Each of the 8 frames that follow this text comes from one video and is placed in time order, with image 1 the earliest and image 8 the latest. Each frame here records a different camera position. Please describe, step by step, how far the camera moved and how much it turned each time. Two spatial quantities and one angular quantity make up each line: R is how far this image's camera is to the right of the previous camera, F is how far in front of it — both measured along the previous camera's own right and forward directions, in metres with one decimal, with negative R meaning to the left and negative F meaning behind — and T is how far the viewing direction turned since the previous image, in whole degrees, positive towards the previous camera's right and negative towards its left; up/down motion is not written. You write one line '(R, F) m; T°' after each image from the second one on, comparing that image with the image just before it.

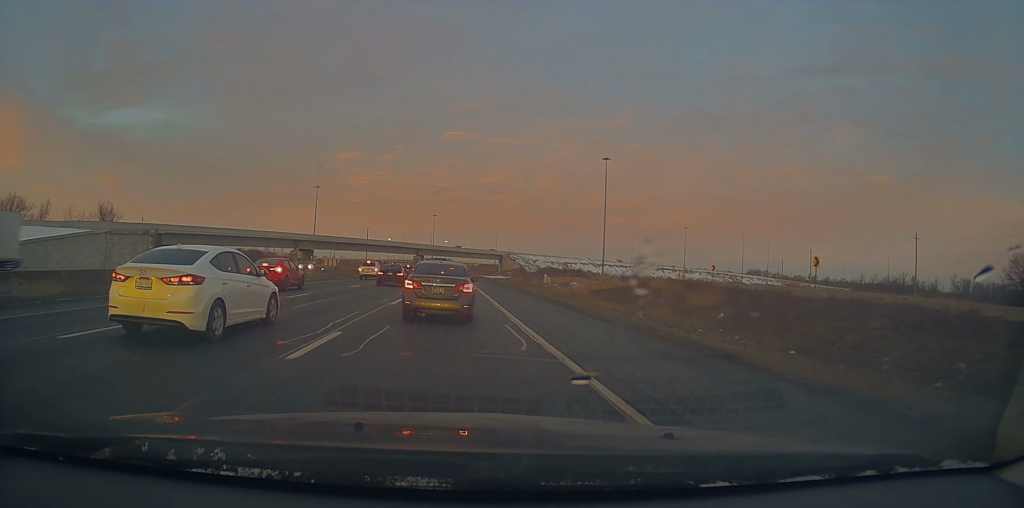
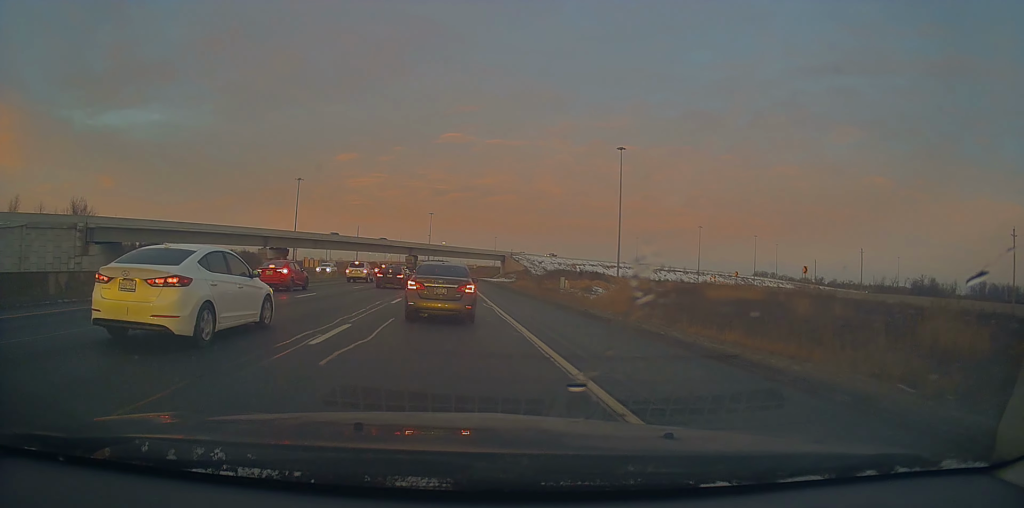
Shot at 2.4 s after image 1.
(+0.4, +23.6) m; +1°
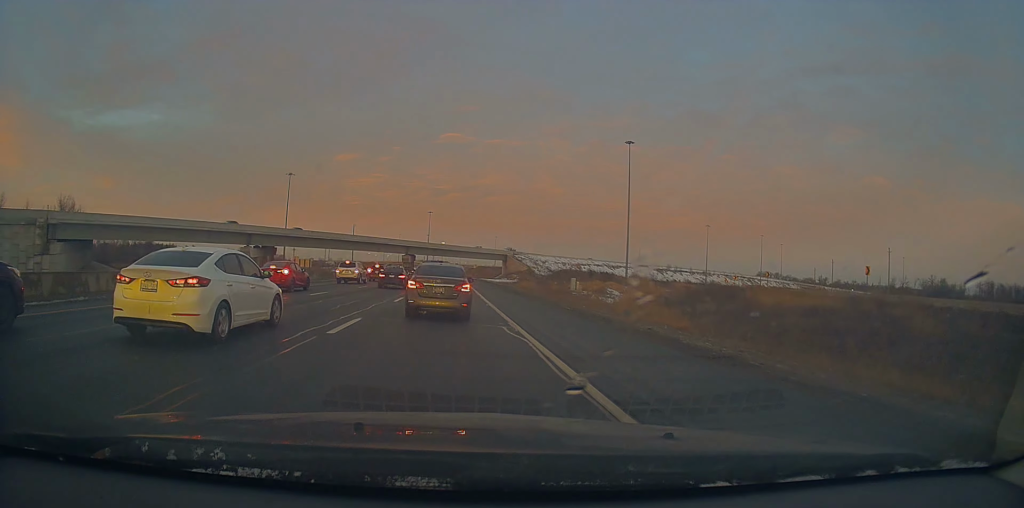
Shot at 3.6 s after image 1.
(-0.4, +10.3) m; -4°
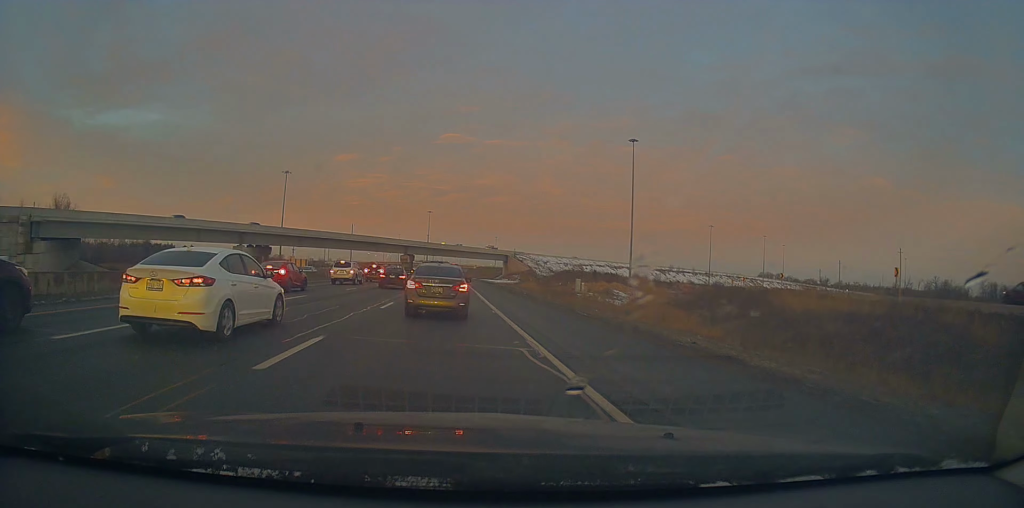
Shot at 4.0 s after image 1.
(0.0, +3.9) m; +2°
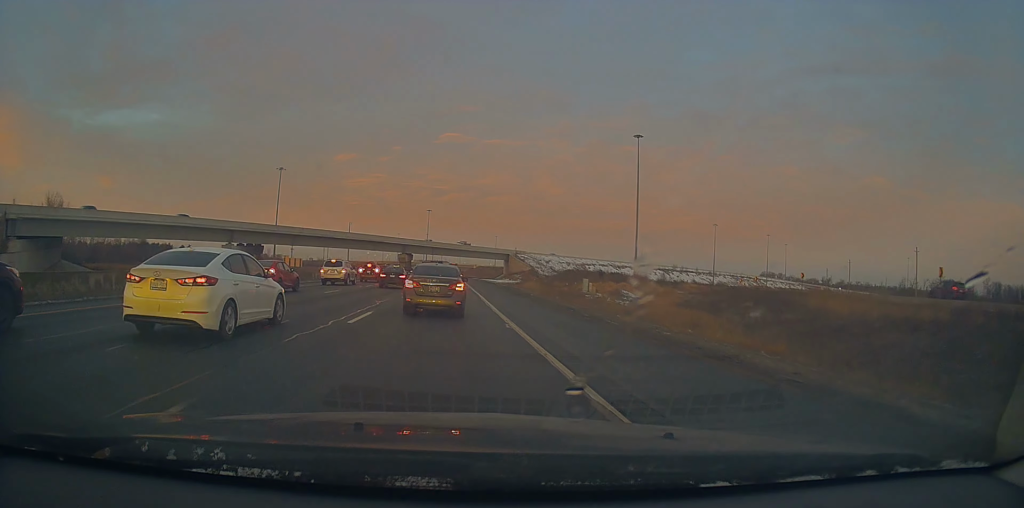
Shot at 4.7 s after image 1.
(-0.2, +5.3) m; +4°
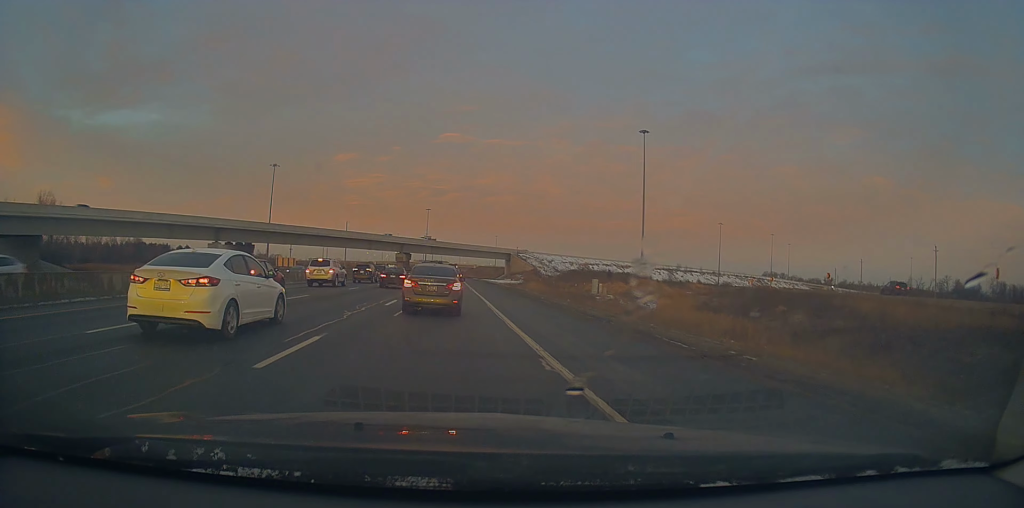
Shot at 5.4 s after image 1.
(+0.7, +5.8) m; -2°
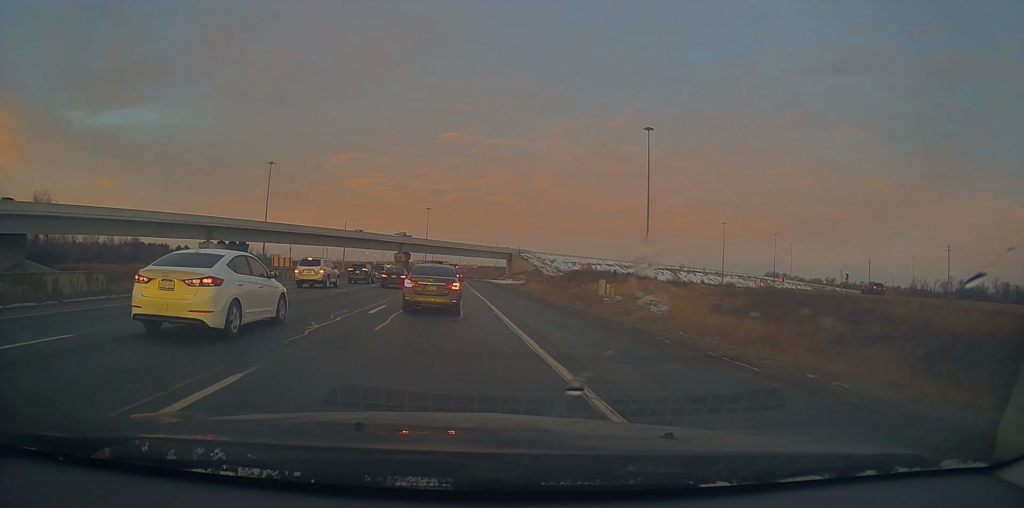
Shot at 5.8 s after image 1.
(+0.1, +3.6) m; -1°
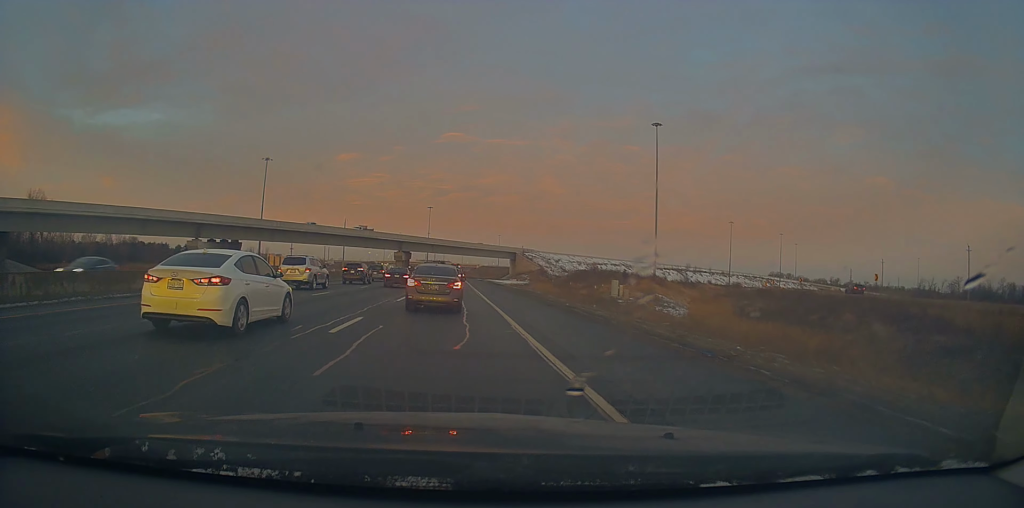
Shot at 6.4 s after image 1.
(-0.8, +5.1) m; -2°
